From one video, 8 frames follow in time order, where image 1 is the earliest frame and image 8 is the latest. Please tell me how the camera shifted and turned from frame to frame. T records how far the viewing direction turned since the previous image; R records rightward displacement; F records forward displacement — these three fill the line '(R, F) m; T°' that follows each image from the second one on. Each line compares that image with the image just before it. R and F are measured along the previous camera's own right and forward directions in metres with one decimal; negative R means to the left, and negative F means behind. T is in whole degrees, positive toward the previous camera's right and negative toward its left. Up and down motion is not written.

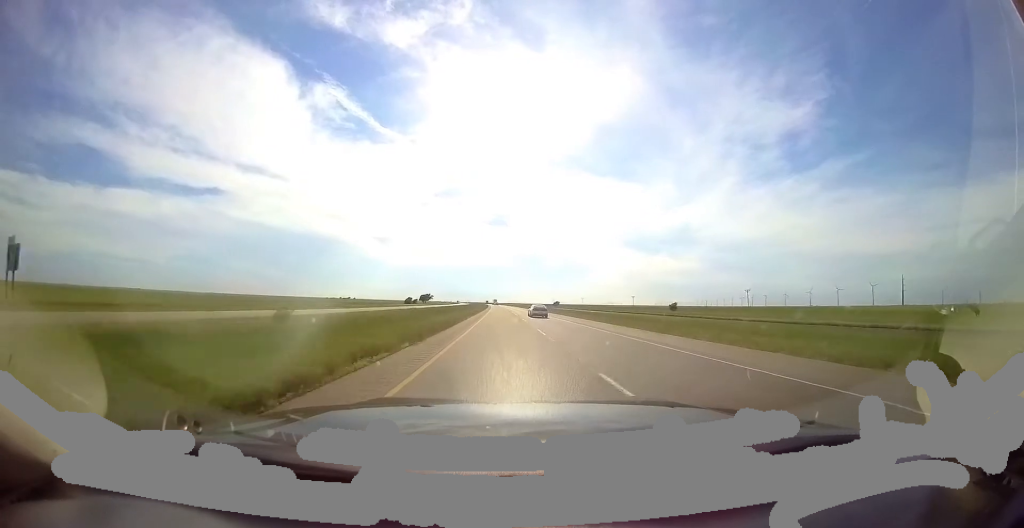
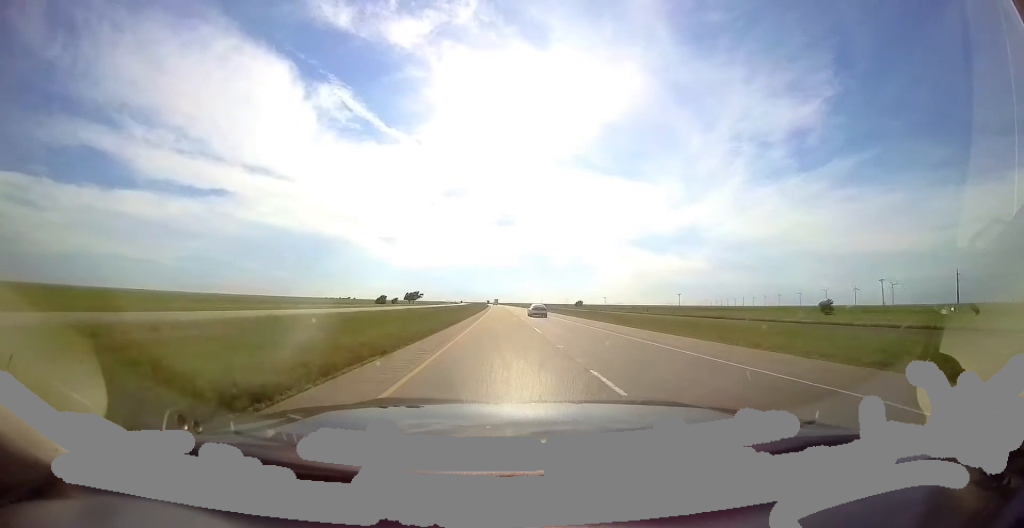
(-0.6, +60.9) m; -2°
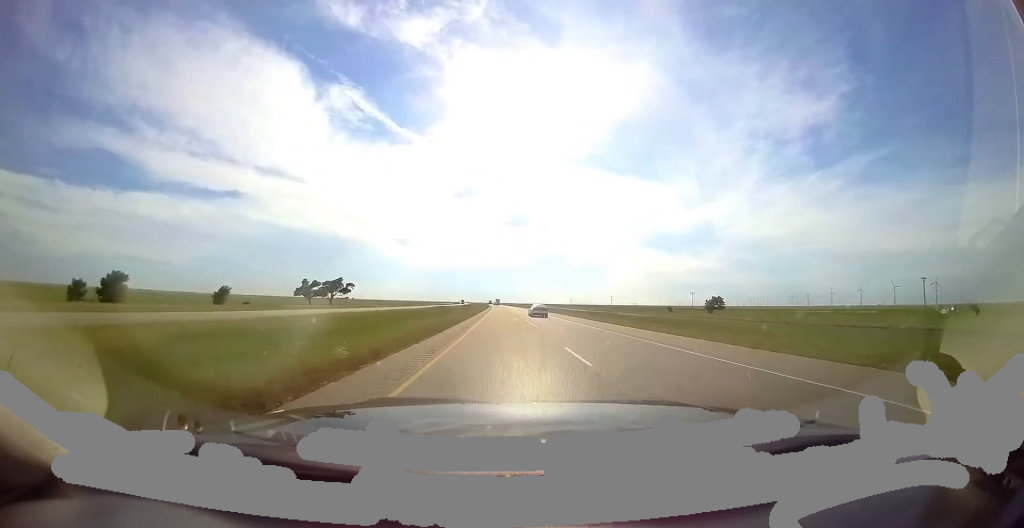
(-4.6, +131.1) m; -3°
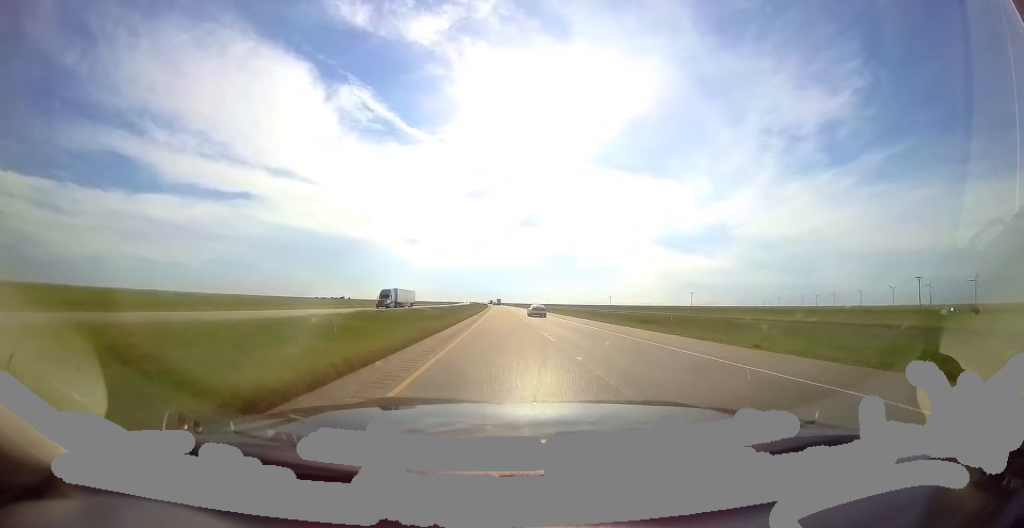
(+0.1, +116.4) m; -1°
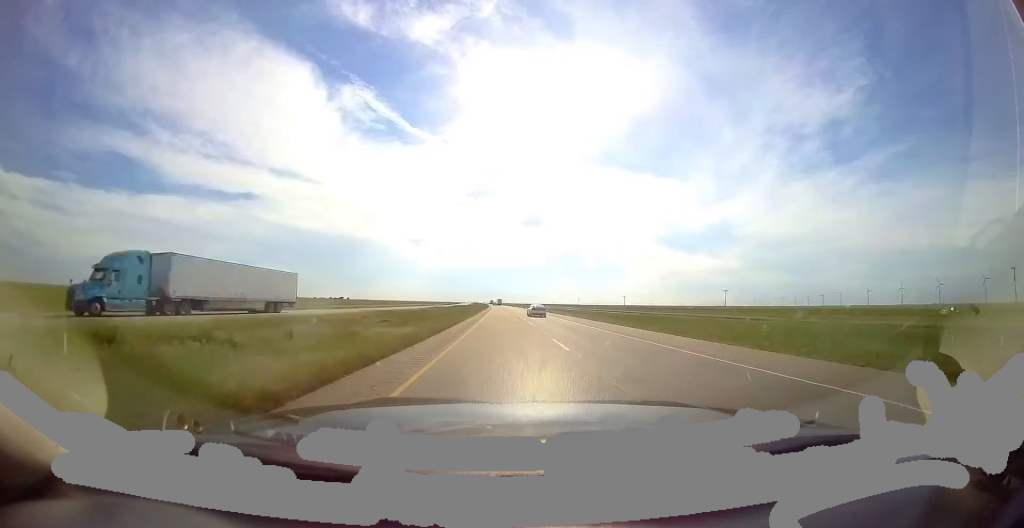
(-0.5, +27.8) m; -1°
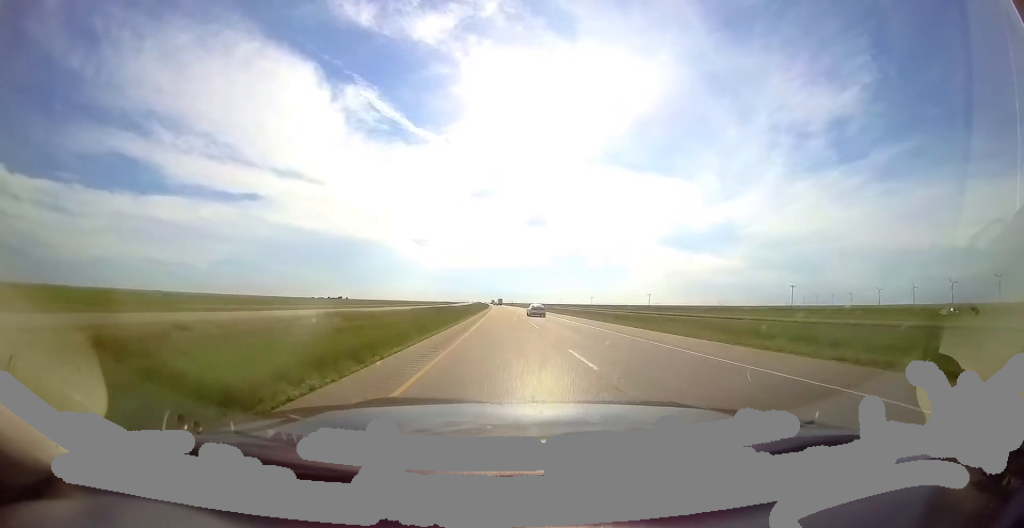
(-0.1, +39.4) m; -1°
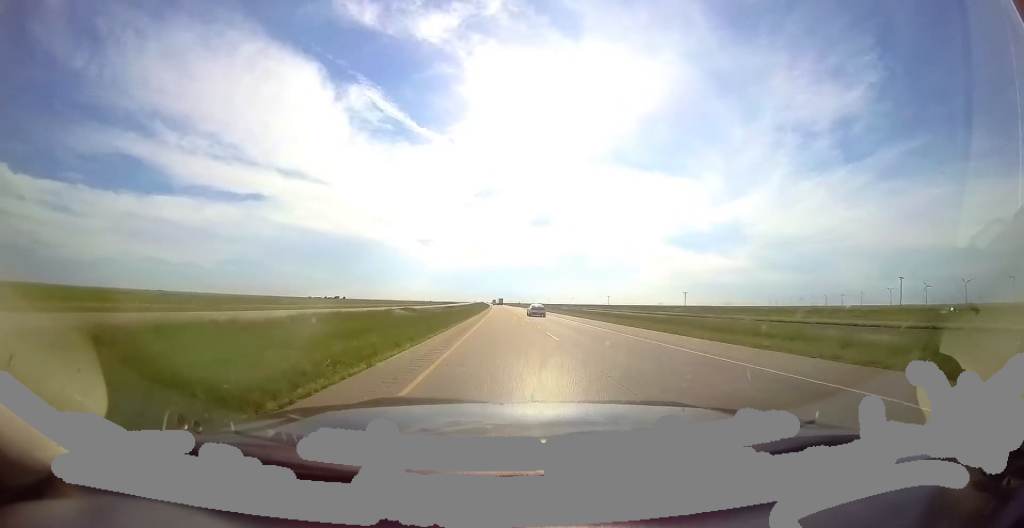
(-0.7, +44.0) m; -1°
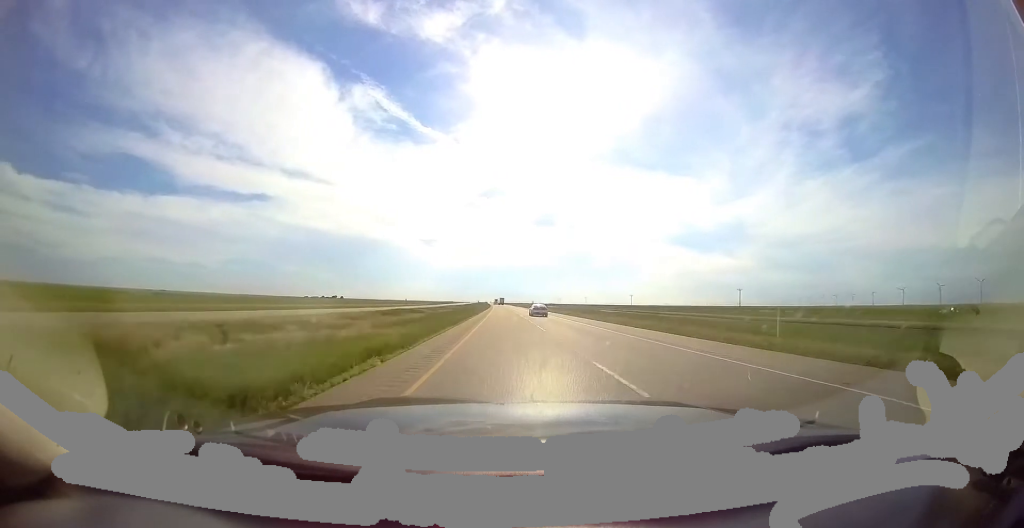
(-0.2, +44.0) m; 0°
